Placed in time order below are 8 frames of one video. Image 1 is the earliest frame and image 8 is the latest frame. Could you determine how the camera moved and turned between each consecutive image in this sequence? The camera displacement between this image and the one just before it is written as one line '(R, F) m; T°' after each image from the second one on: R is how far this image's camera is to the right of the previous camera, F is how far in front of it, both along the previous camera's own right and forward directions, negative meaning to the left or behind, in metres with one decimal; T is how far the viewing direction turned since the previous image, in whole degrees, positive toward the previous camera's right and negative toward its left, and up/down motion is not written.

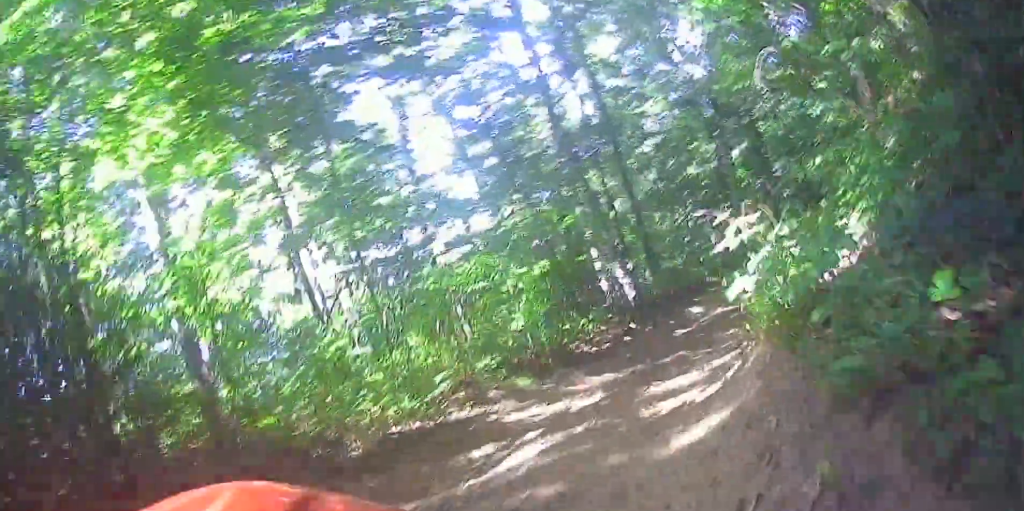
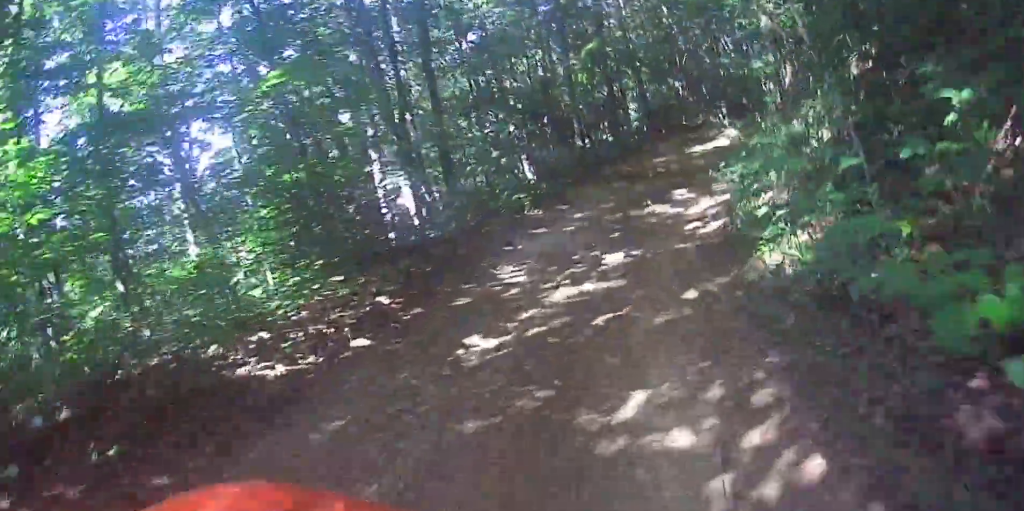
(+0.1, +6.2) m; +9°
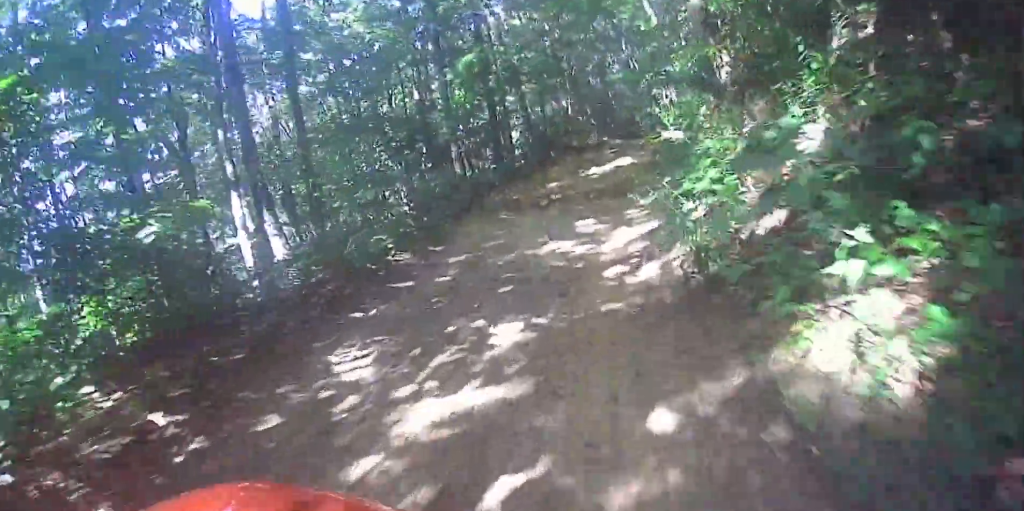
(+0.1, +2.0) m; +5°
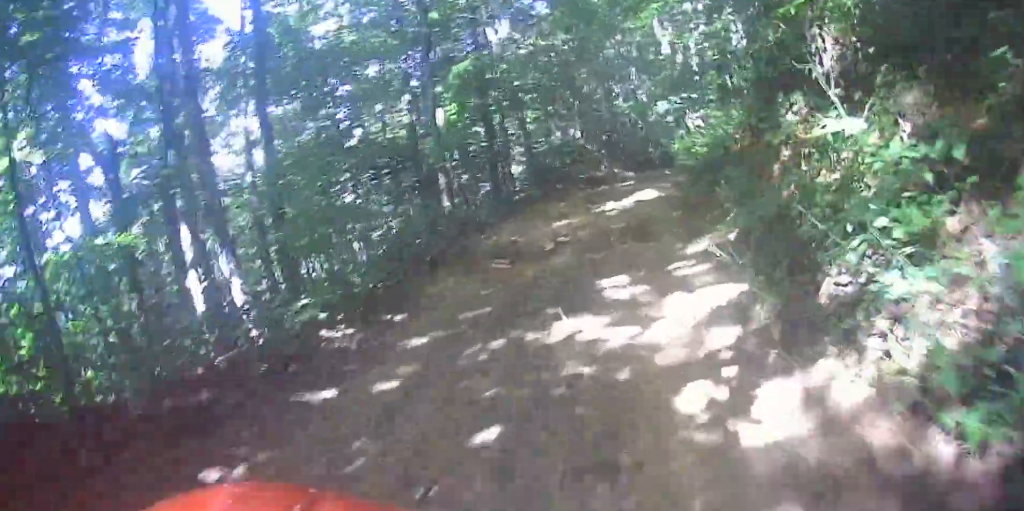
(+0.6, +2.2) m; +7°
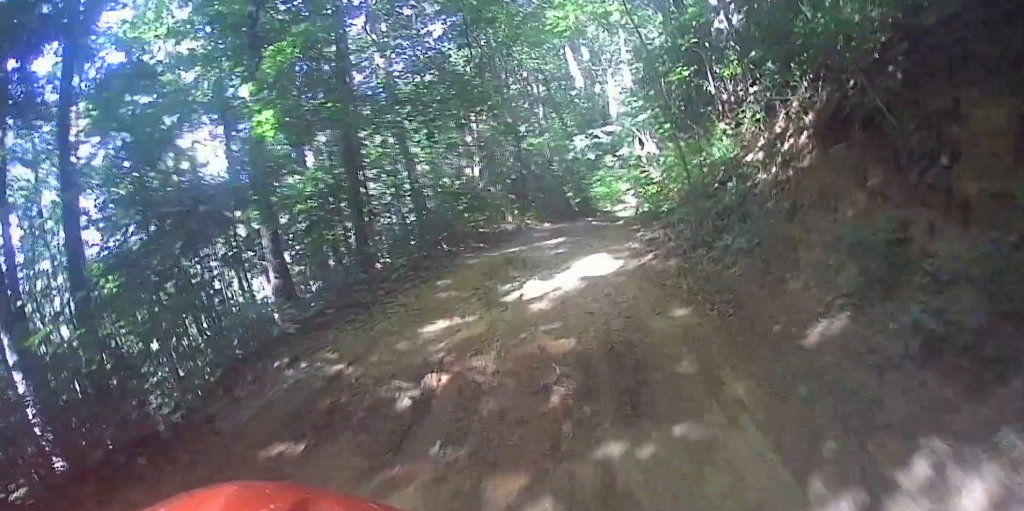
(-0.2, +4.5) m; +10°
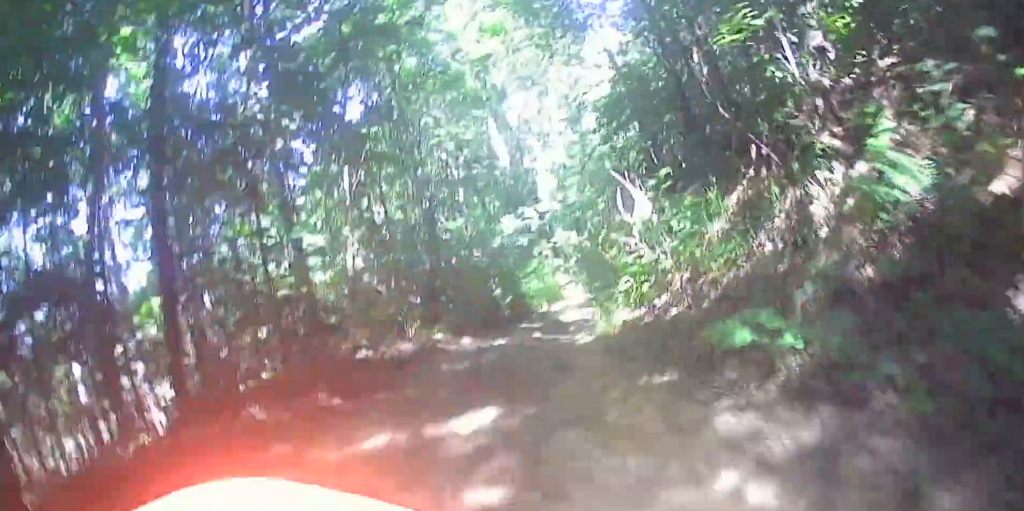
(+1.0, +4.5) m; +7°
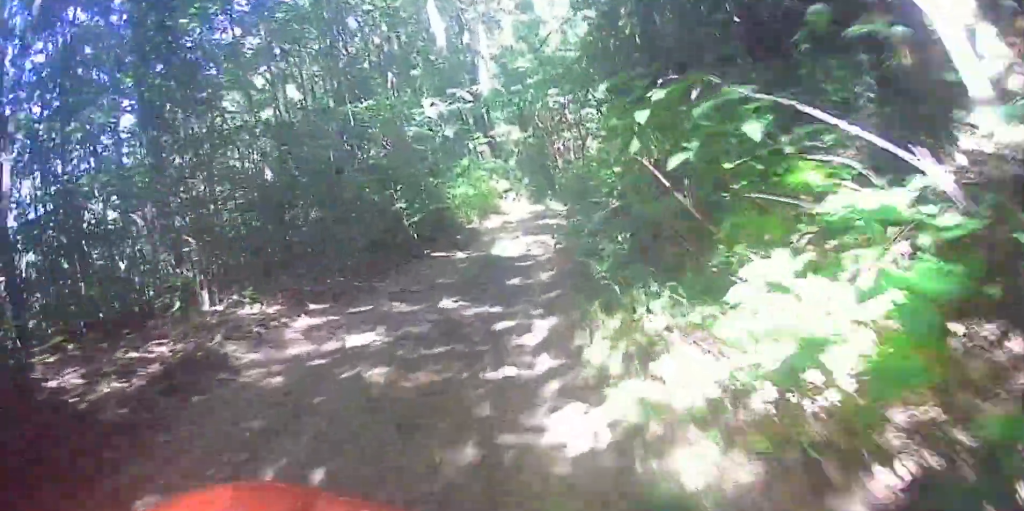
(-0.5, +5.3) m; -1°
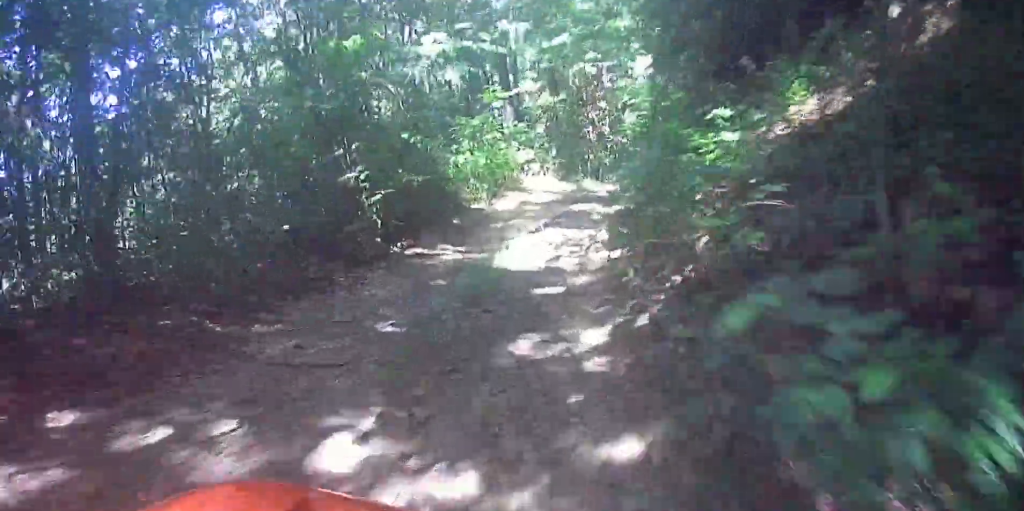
(+0.2, +3.5) m; +7°
